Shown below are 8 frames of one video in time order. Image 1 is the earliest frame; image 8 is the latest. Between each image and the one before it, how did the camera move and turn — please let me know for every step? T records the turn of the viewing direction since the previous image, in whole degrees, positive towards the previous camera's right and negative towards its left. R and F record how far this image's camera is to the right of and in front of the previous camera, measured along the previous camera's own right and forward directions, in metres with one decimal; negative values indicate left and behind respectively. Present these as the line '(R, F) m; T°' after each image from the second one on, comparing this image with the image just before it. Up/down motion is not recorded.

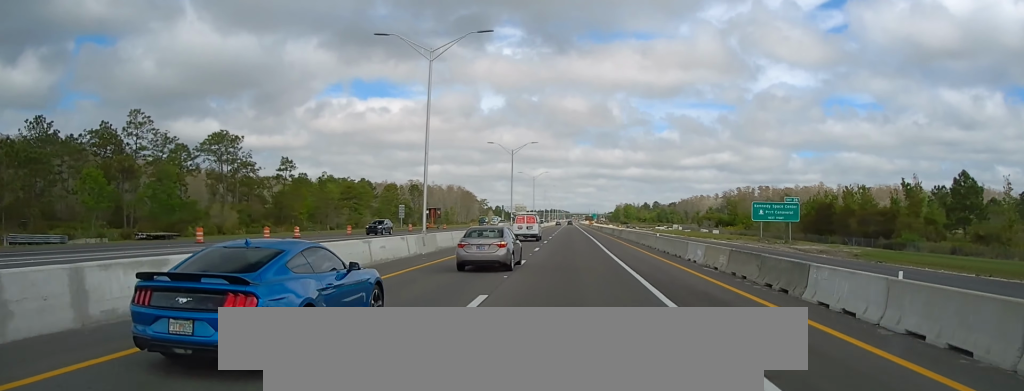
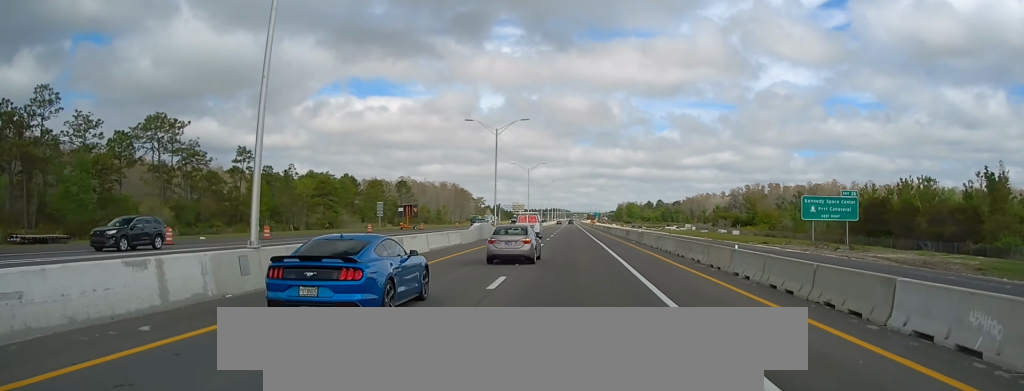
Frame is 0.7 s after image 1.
(0.0, +19.9) m; 0°
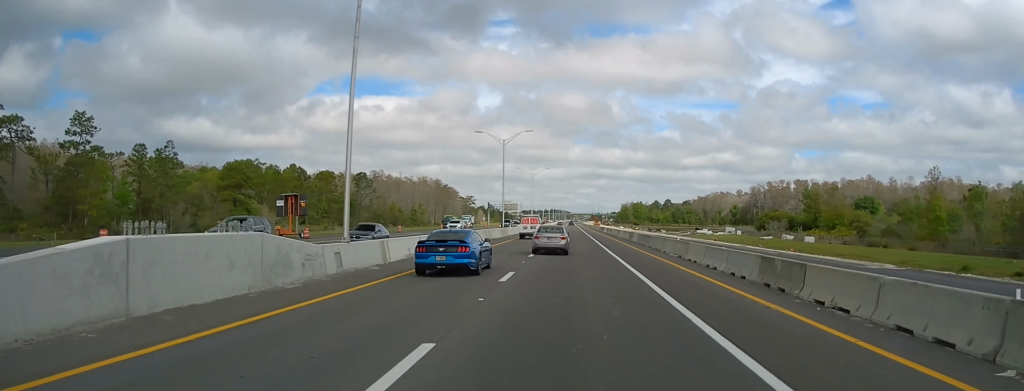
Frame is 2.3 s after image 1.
(0.0, +46.3) m; 0°
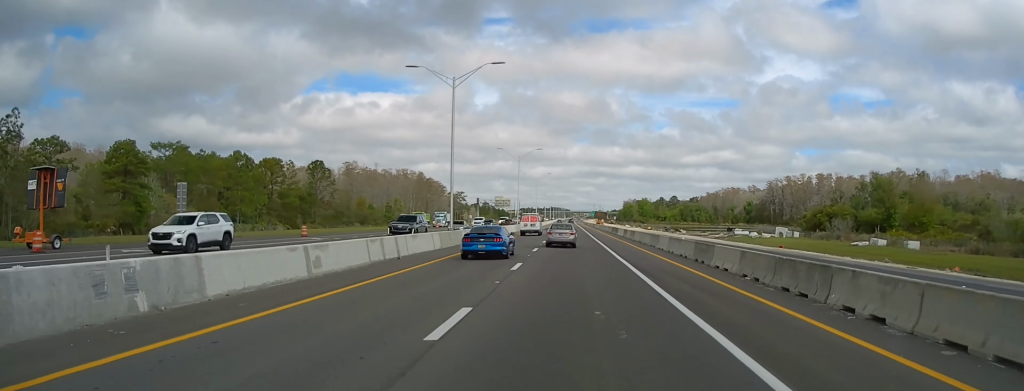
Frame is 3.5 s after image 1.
(+0.1, +33.0) m; 0°
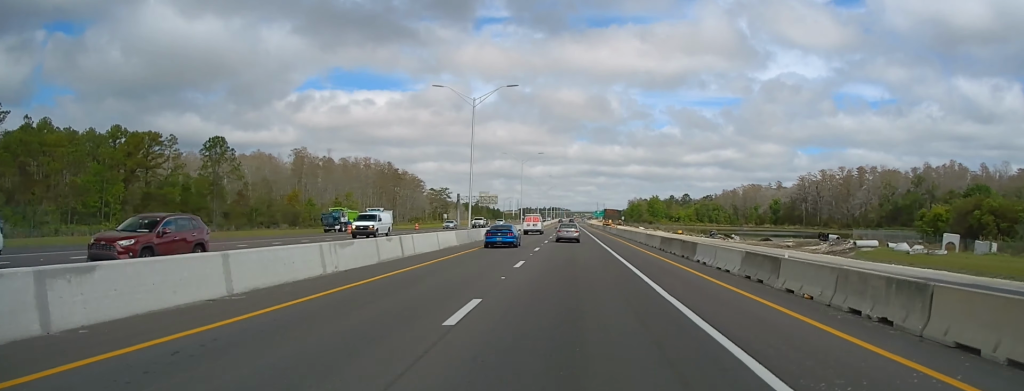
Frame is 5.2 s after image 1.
(-0.1, +47.3) m; 0°
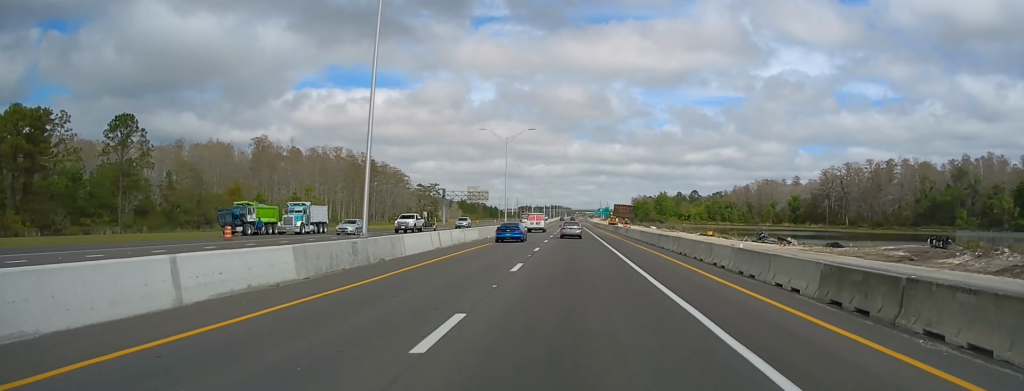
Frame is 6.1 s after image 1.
(0.0, +26.5) m; 0°
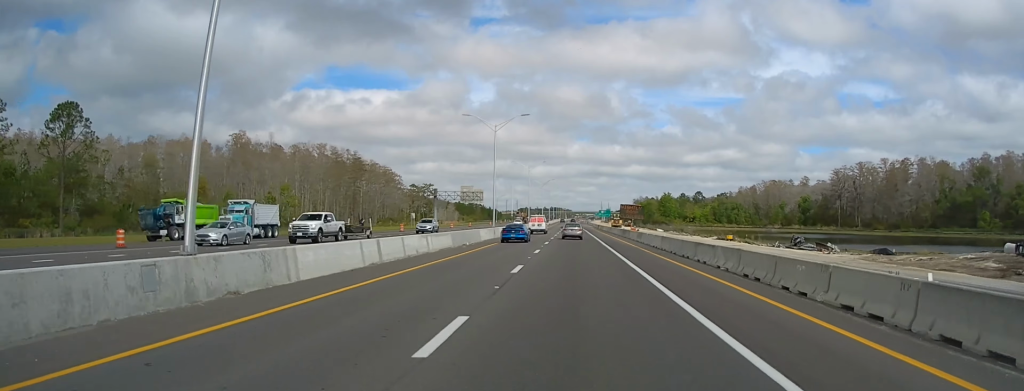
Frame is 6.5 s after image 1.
(0.0, +12.3) m; 0°
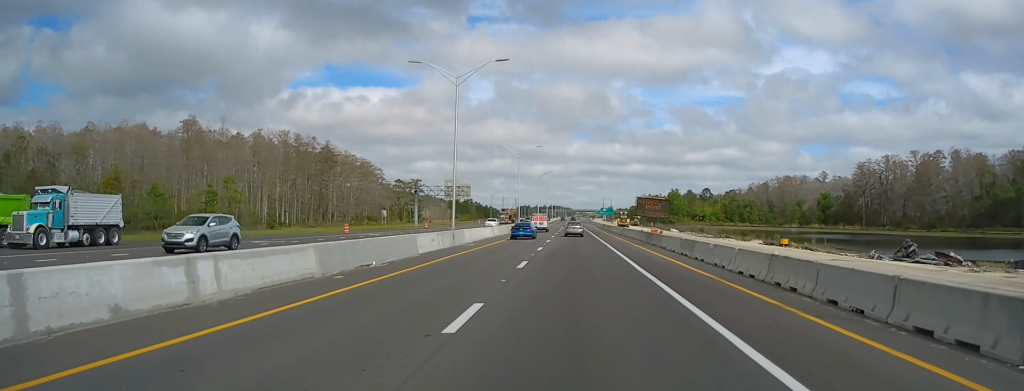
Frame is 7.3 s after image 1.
(-0.1, +22.6) m; 0°
